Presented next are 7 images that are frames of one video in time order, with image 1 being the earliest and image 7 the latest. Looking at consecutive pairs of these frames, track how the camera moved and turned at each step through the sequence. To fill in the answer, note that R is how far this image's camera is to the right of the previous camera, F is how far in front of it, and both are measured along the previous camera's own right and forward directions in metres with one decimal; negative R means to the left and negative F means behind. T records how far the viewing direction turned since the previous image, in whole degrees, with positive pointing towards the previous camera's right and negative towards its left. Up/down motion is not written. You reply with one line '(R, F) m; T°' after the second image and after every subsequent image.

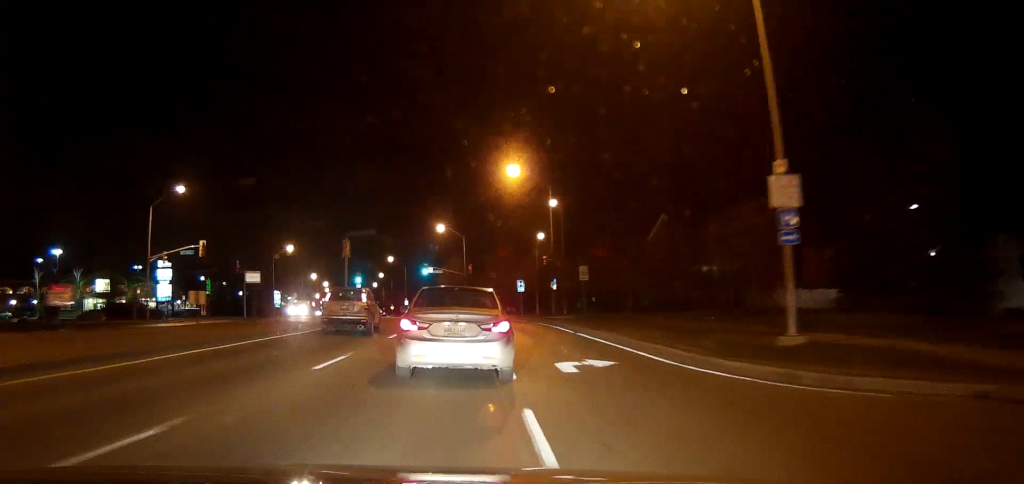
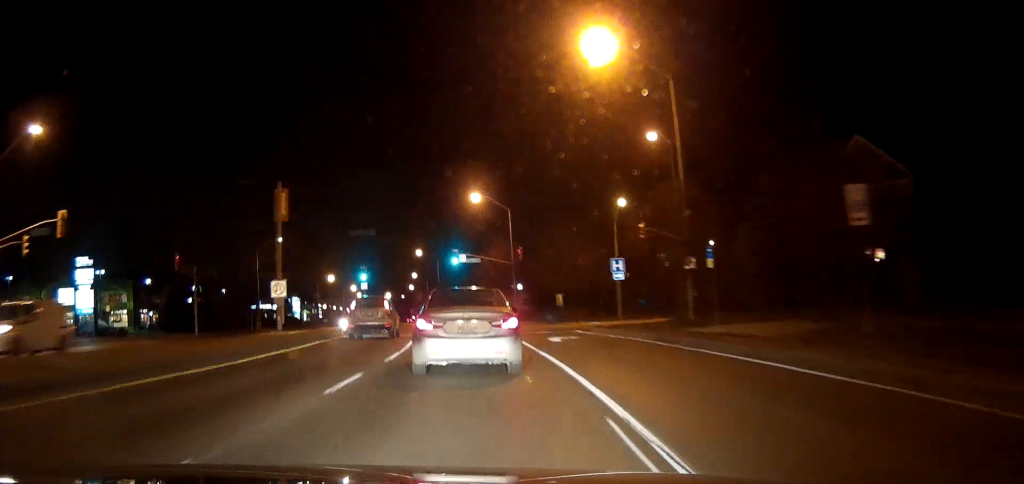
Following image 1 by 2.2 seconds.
(-1.5, +28.8) m; -6°
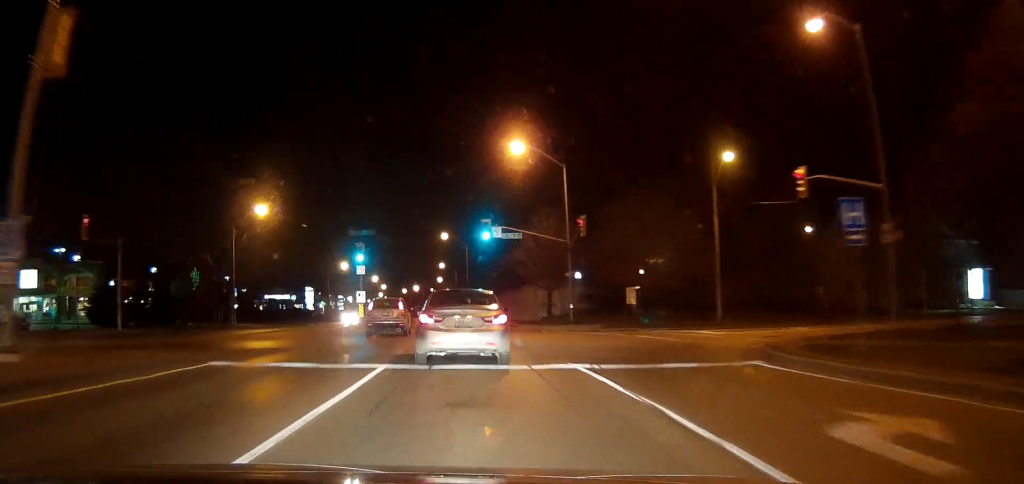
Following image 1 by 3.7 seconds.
(-0.3, +20.4) m; -1°
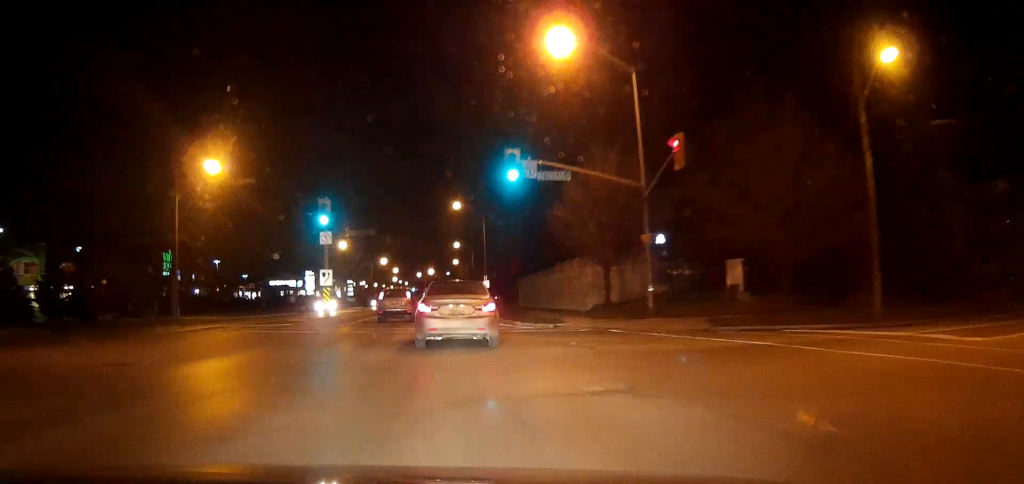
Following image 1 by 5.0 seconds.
(-0.1, +18.1) m; -1°
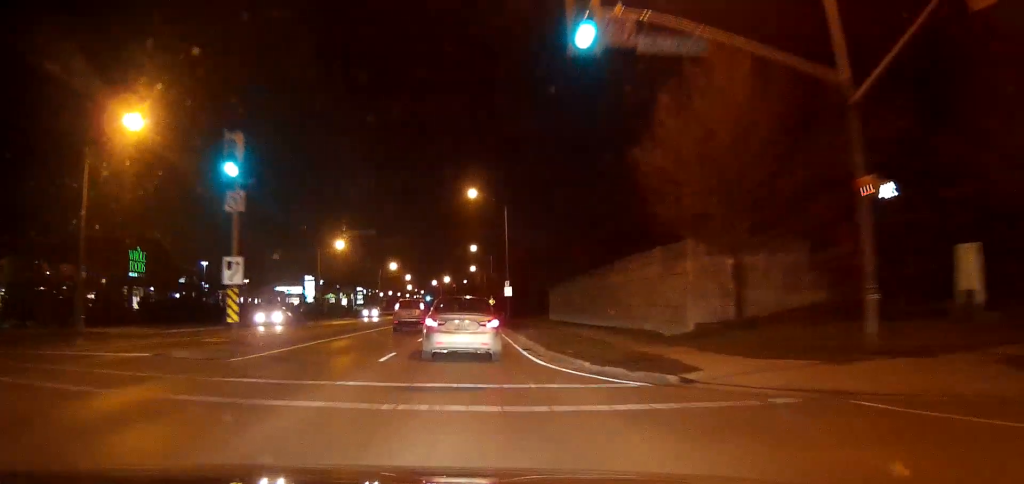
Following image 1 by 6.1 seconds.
(-0.2, +16.2) m; -1°
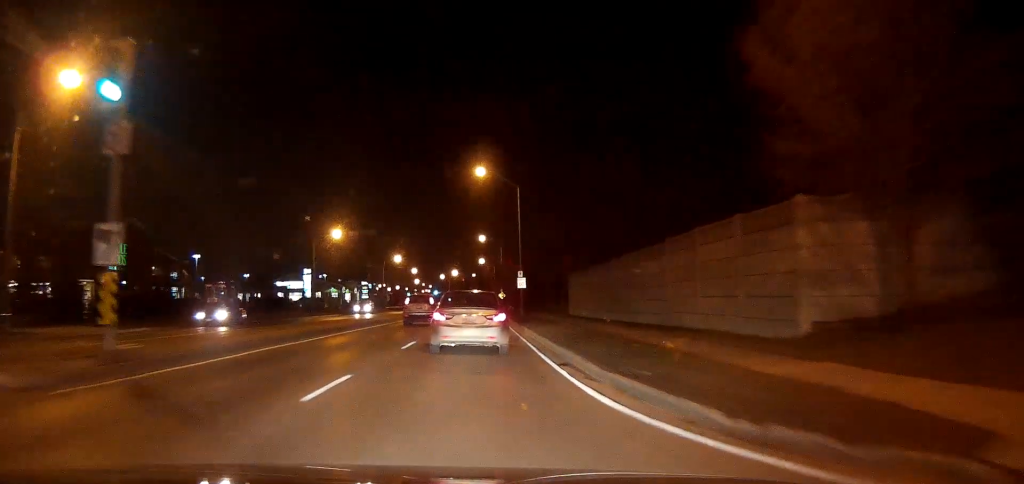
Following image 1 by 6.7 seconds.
(0.0, +7.8) m; 0°
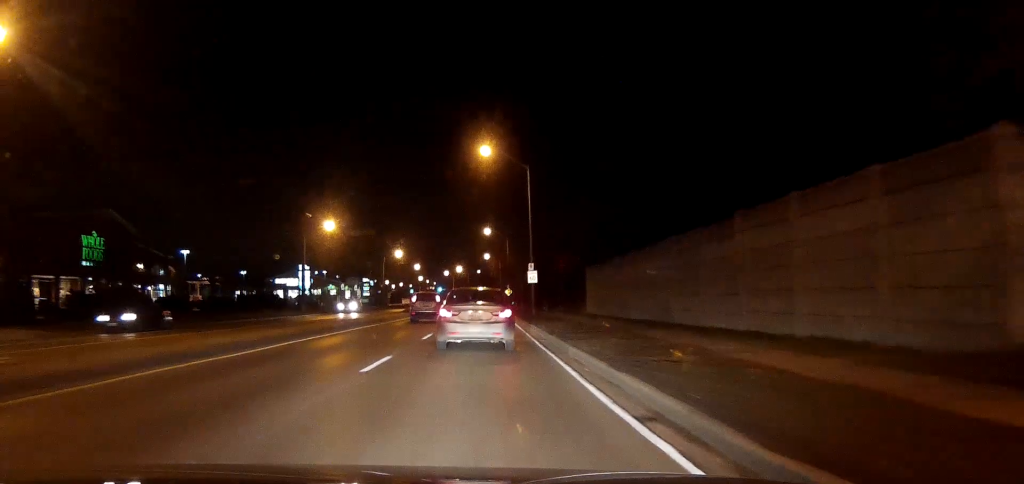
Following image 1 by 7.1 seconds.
(0.0, +6.9) m; 0°
